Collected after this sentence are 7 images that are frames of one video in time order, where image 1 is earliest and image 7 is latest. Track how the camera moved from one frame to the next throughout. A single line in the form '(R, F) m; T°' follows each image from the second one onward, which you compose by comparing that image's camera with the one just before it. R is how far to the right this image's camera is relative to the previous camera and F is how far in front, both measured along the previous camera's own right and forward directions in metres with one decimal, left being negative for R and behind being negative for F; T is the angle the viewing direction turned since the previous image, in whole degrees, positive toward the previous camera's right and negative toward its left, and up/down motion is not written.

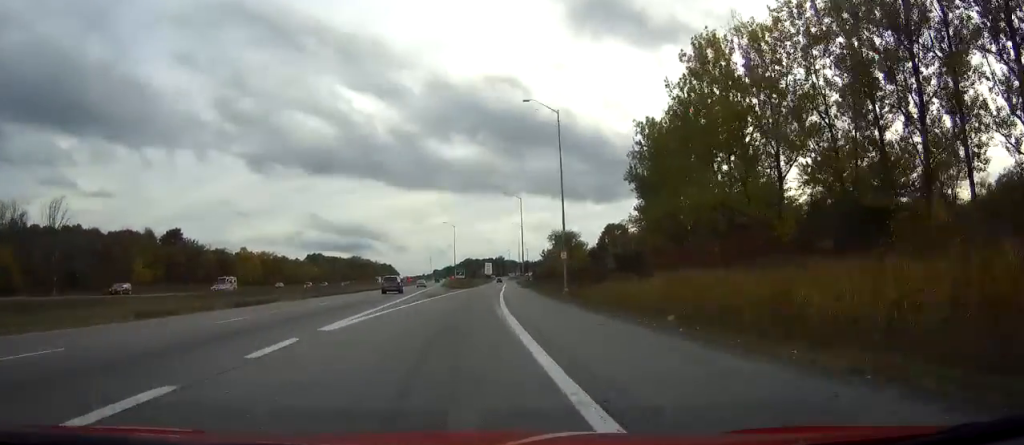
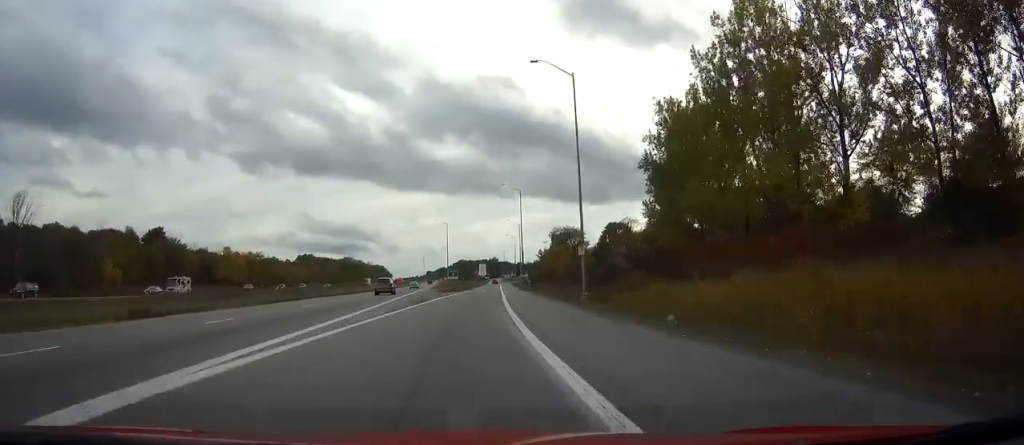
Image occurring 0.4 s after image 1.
(-0.1, +11.6) m; 0°
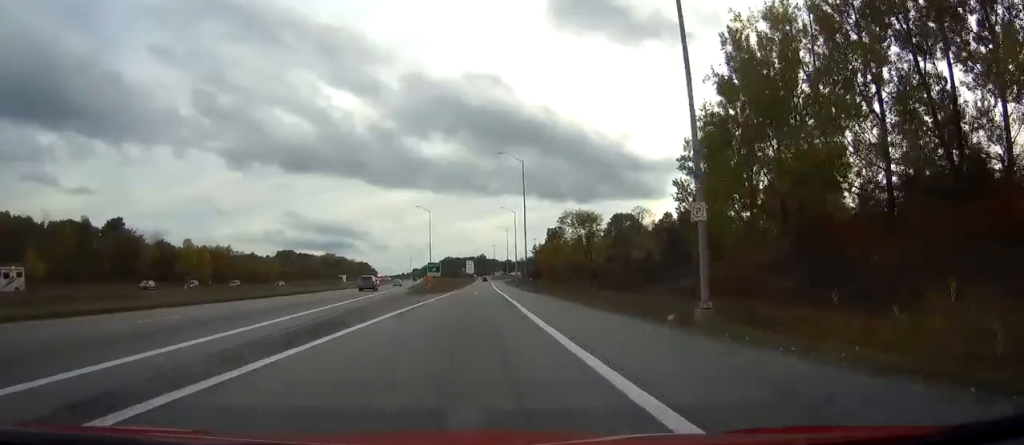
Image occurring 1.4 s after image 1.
(+0.4, +25.2) m; +1°
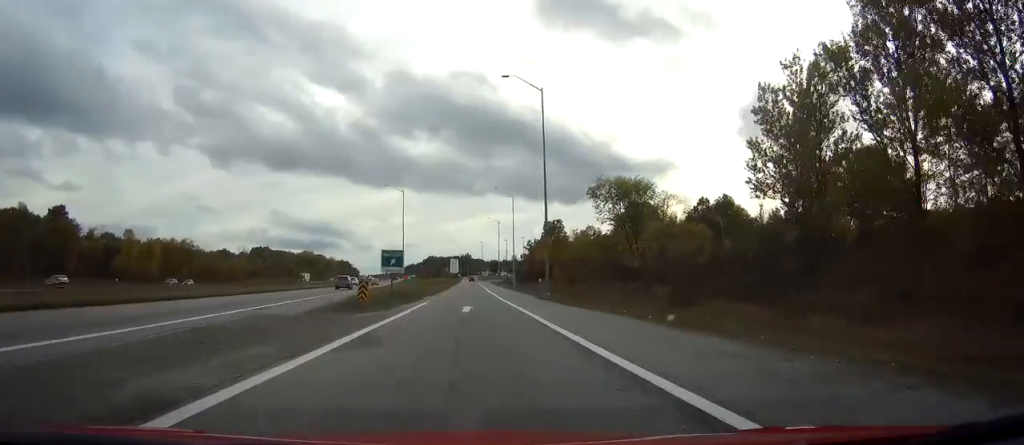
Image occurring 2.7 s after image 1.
(+0.5, +31.9) m; +2°
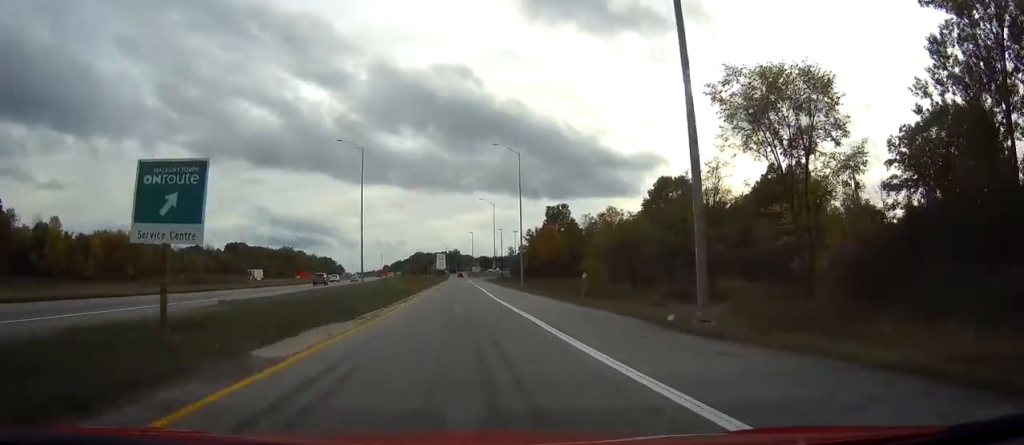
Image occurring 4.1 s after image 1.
(+0.3, +33.6) m; +1°
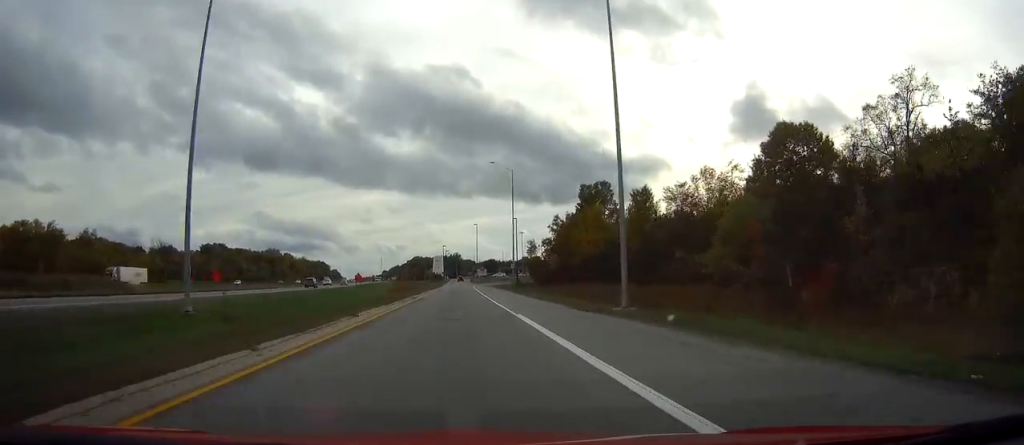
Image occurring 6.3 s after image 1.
(0.0, +49.4) m; 0°
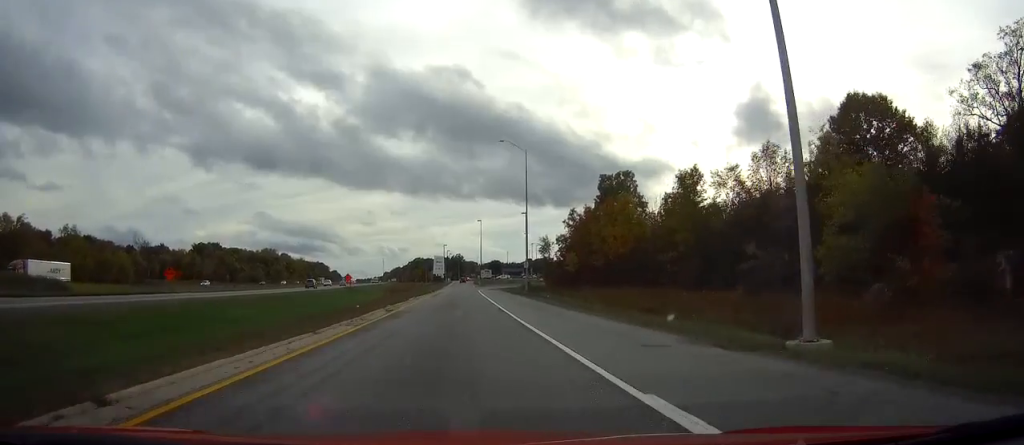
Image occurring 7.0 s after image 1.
(0.0, +15.6) m; 0°
